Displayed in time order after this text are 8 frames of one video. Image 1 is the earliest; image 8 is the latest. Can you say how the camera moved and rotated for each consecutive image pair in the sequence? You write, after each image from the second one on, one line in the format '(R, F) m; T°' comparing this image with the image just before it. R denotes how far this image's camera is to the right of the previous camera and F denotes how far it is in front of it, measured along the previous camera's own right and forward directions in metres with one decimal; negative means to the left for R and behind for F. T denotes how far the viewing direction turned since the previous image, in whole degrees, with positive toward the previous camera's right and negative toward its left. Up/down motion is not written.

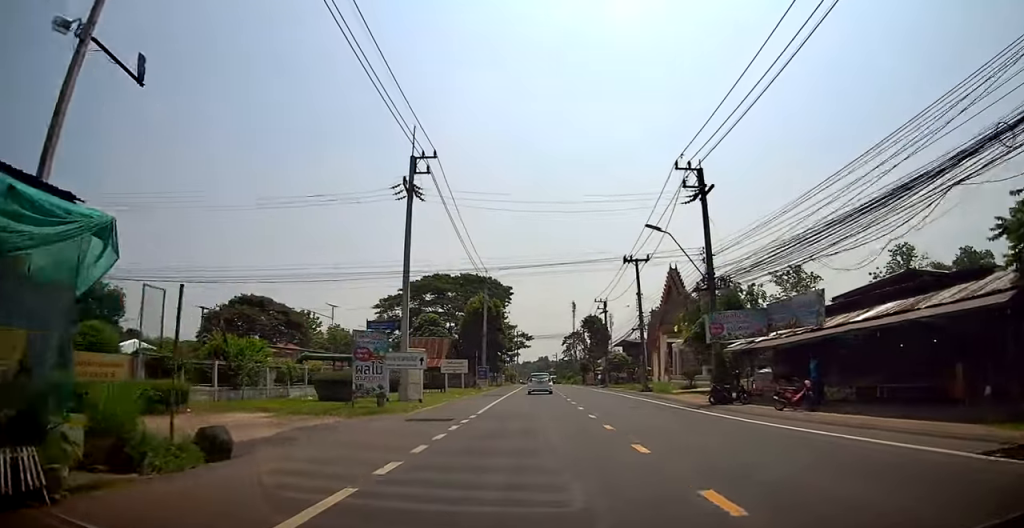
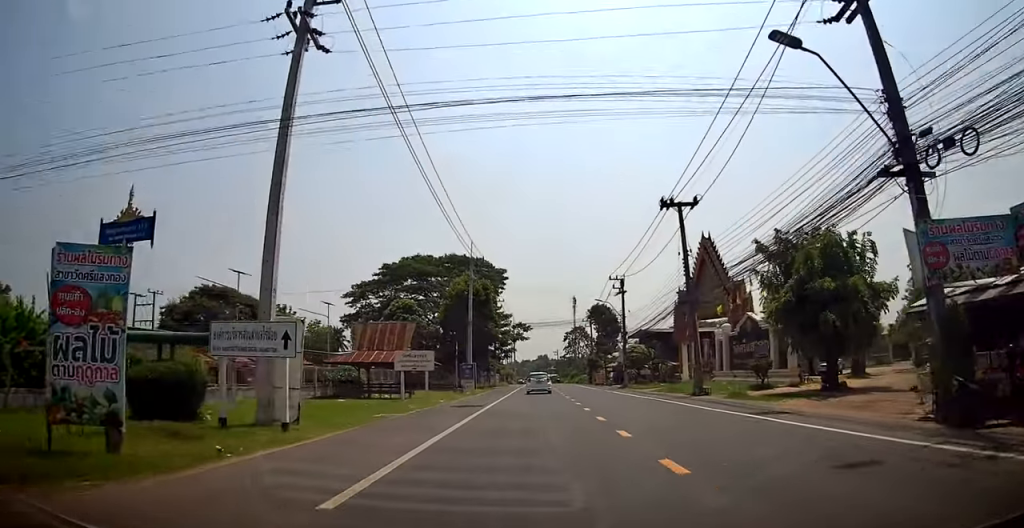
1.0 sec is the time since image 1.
(-0.3, +13.6) m; +1°
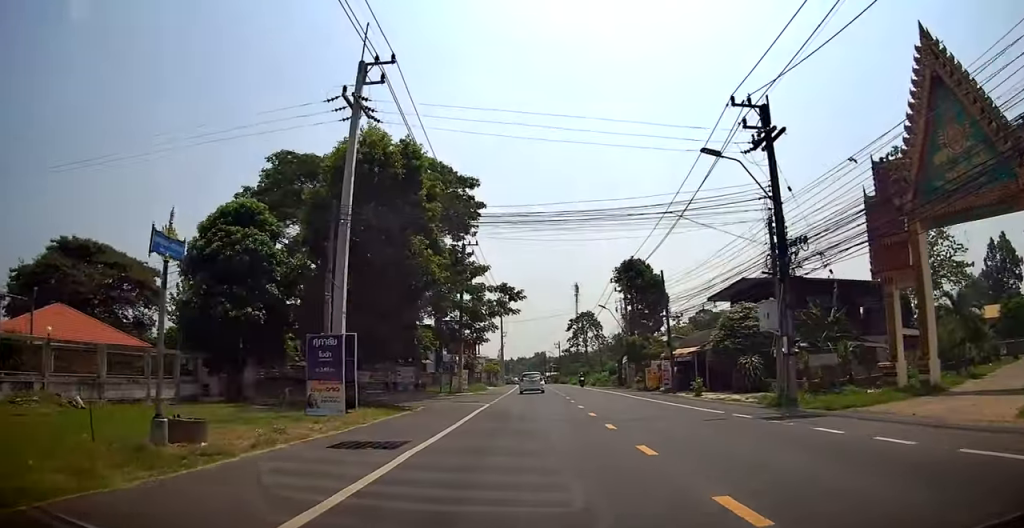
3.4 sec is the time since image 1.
(+2.2, +34.5) m; +4°
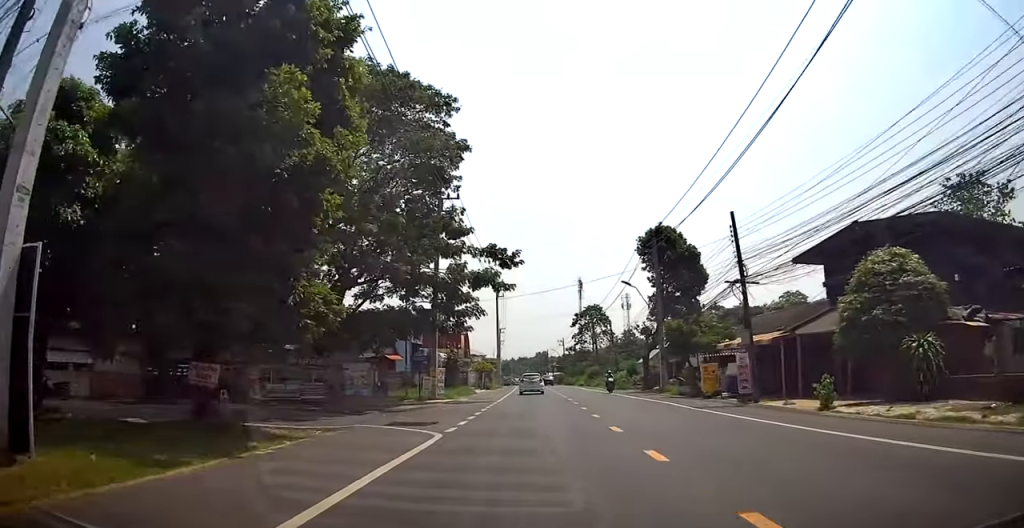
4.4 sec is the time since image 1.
(0.0, +12.5) m; -1°
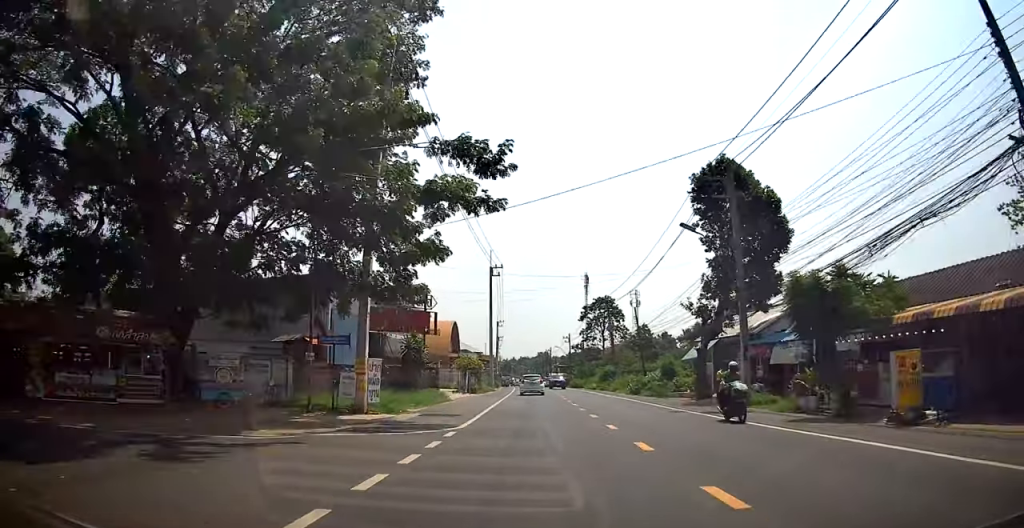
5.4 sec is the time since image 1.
(-0.3, +14.3) m; 0°
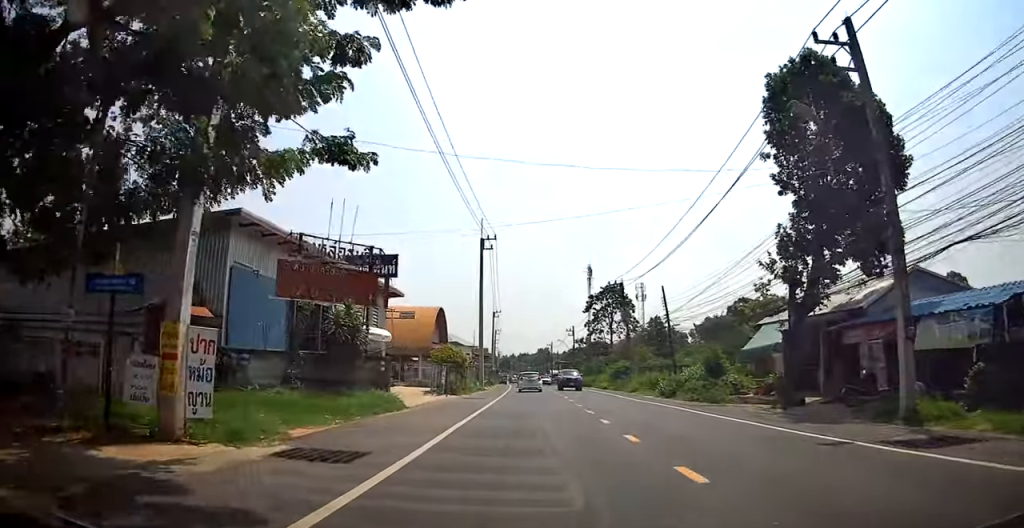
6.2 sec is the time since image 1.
(+0.1, +10.7) m; 0°
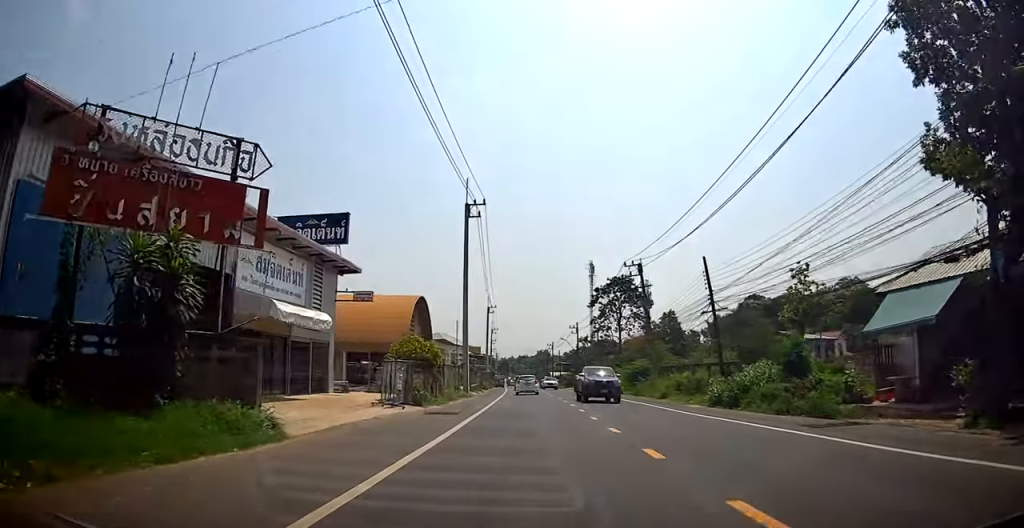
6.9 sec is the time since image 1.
(+0.2, +10.2) m; 0°
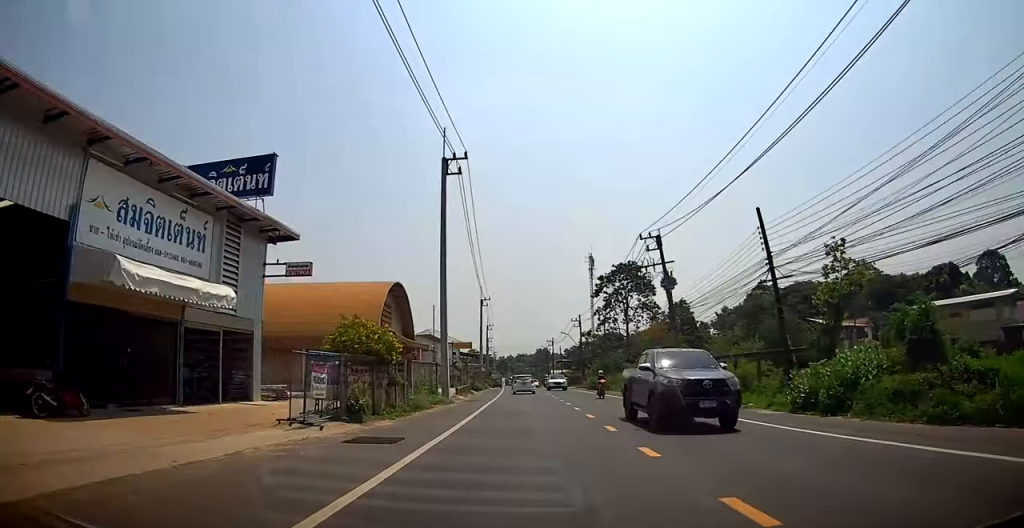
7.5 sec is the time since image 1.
(-0.2, +8.2) m; -1°
